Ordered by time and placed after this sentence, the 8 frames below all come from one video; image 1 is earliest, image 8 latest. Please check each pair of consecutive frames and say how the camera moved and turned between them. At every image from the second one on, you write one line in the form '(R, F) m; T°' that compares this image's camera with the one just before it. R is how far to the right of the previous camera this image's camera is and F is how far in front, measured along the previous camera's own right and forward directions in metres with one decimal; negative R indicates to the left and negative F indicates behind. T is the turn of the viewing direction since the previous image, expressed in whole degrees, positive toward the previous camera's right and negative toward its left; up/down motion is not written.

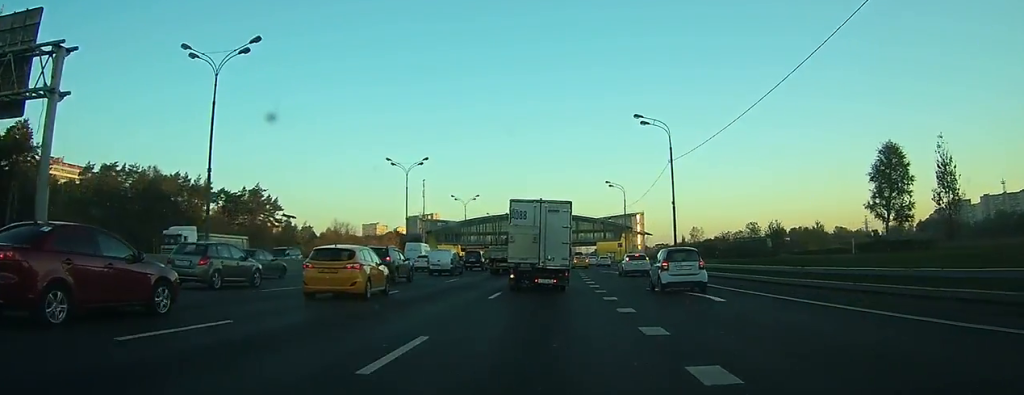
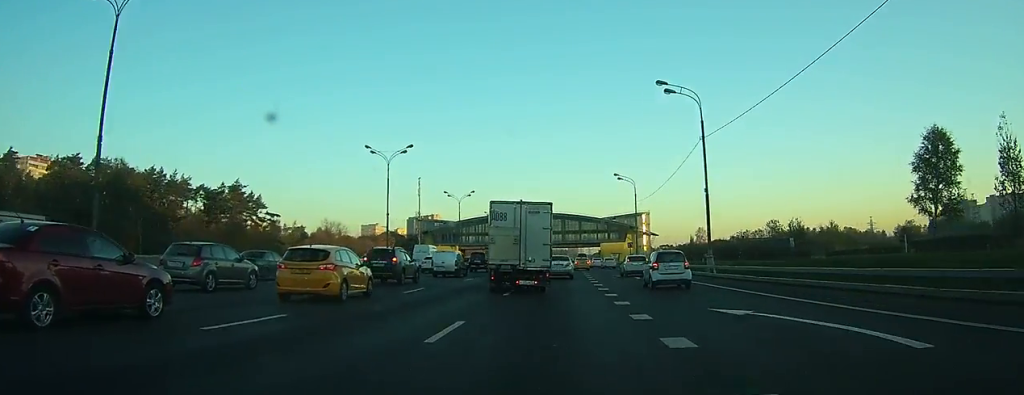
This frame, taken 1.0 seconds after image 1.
(0.0, +10.0) m; 0°
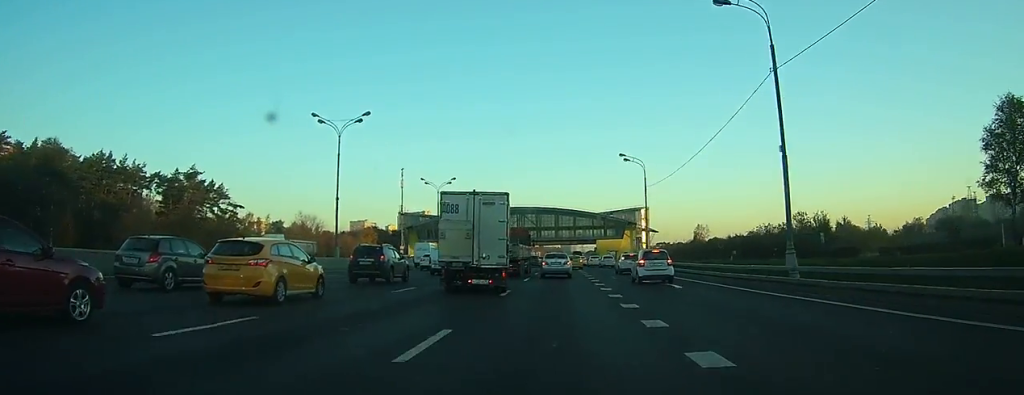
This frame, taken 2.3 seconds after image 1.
(-0.1, +13.6) m; 0°
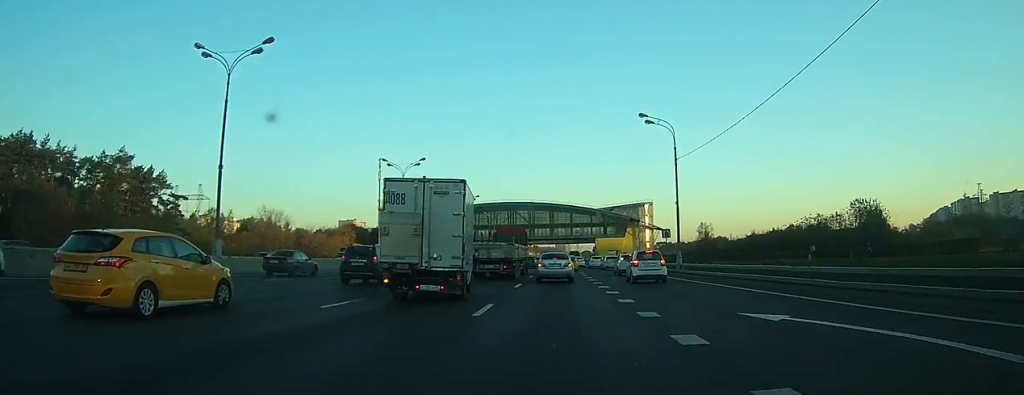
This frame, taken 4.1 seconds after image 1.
(+0.2, +17.9) m; +1°
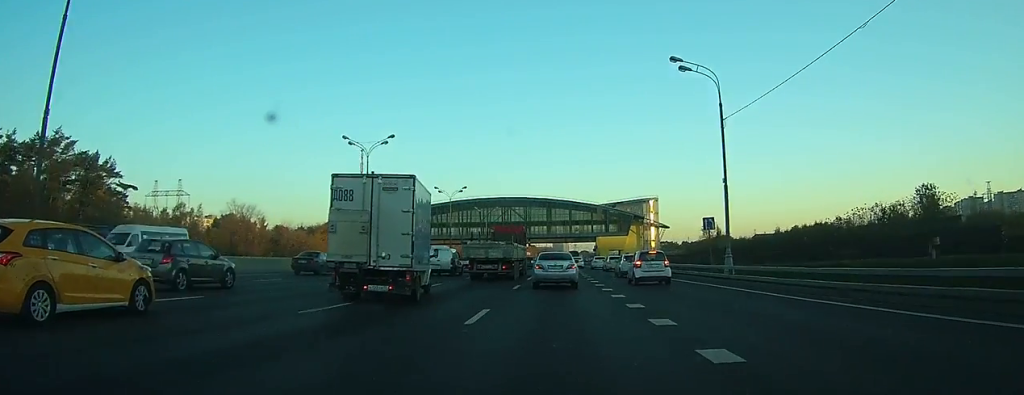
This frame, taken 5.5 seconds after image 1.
(+0.1, +12.7) m; +1°
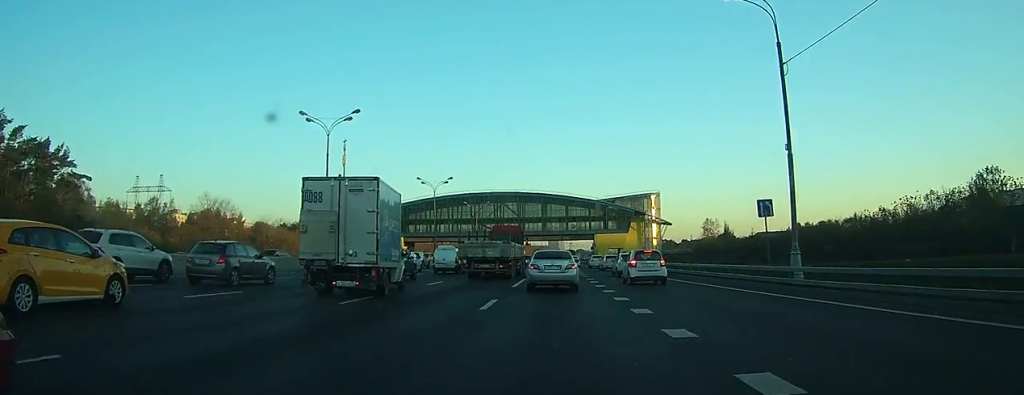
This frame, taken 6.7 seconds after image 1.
(0.0, +9.8) m; +1°
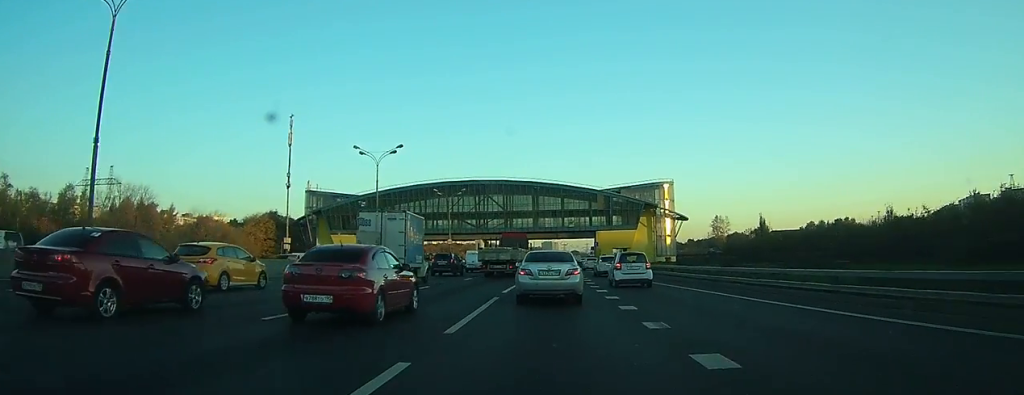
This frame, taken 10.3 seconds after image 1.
(+0.3, +28.9) m; 0°
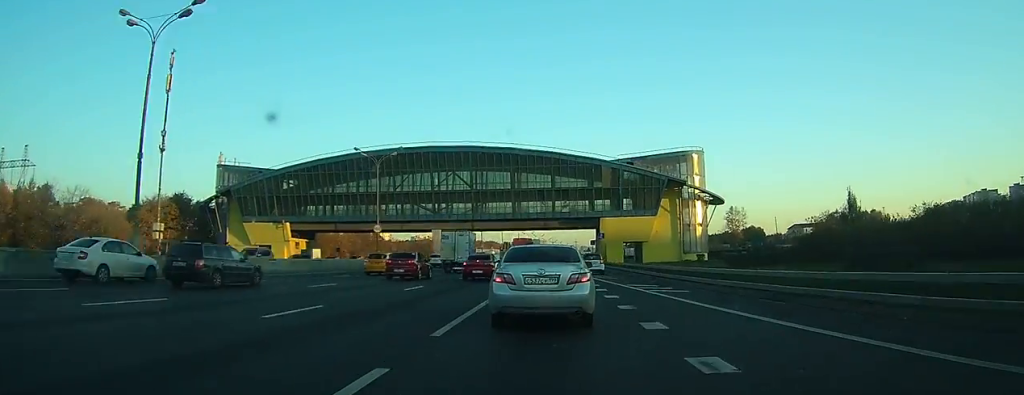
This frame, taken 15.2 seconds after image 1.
(-0.2, +35.5) m; 0°
